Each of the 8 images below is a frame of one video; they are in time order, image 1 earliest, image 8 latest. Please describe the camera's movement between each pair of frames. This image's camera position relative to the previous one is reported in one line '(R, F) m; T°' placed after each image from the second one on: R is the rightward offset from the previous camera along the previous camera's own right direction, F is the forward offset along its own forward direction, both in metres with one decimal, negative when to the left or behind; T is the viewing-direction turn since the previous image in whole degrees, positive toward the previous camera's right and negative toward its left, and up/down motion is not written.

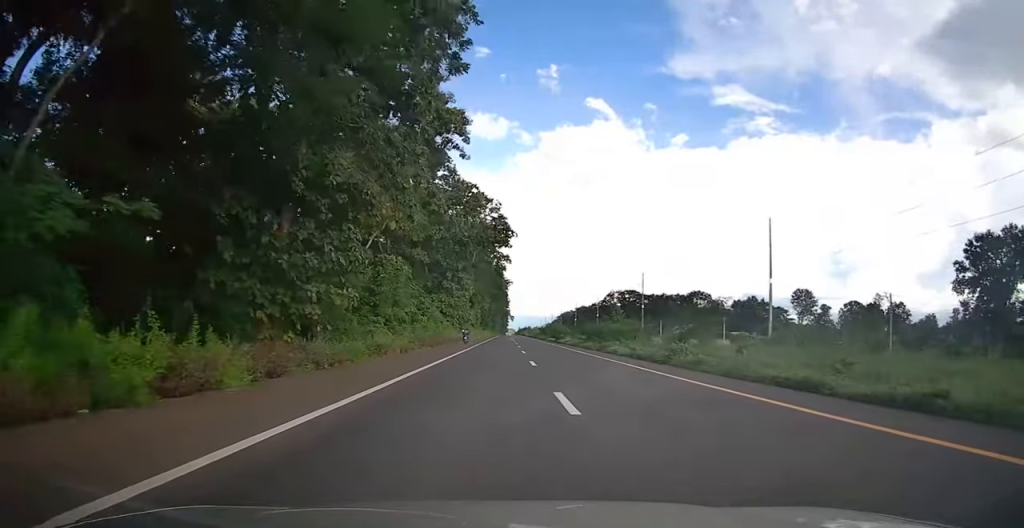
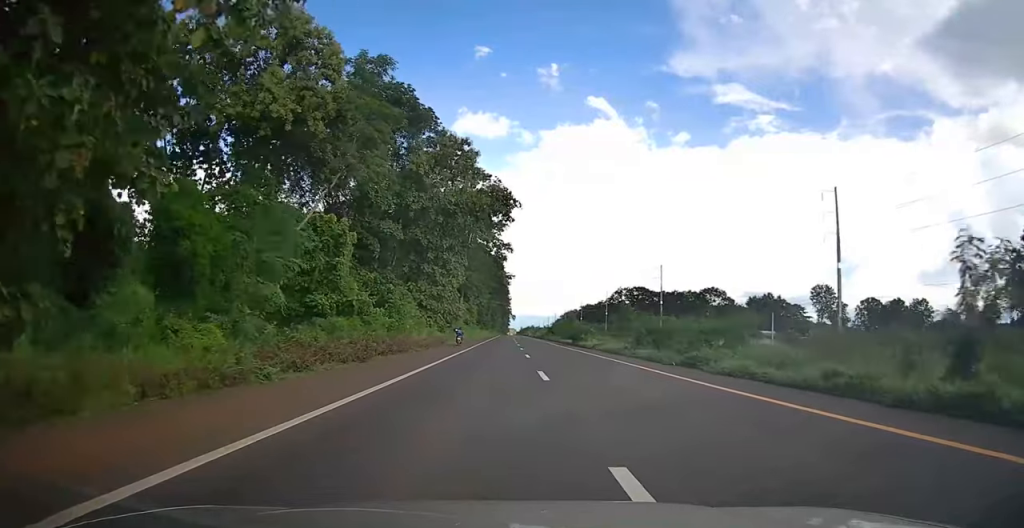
(-0.1, +18.3) m; 0°
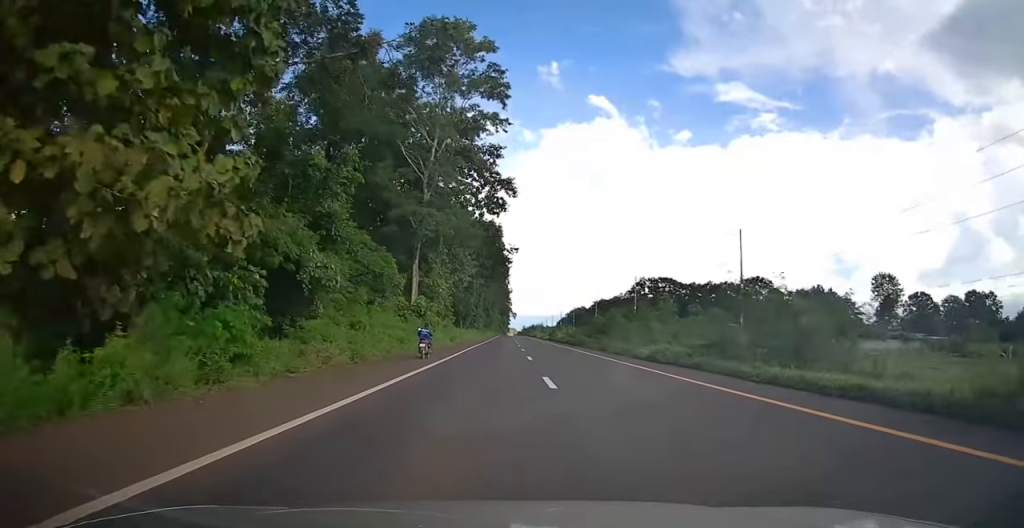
(-0.1, +50.1) m; 0°
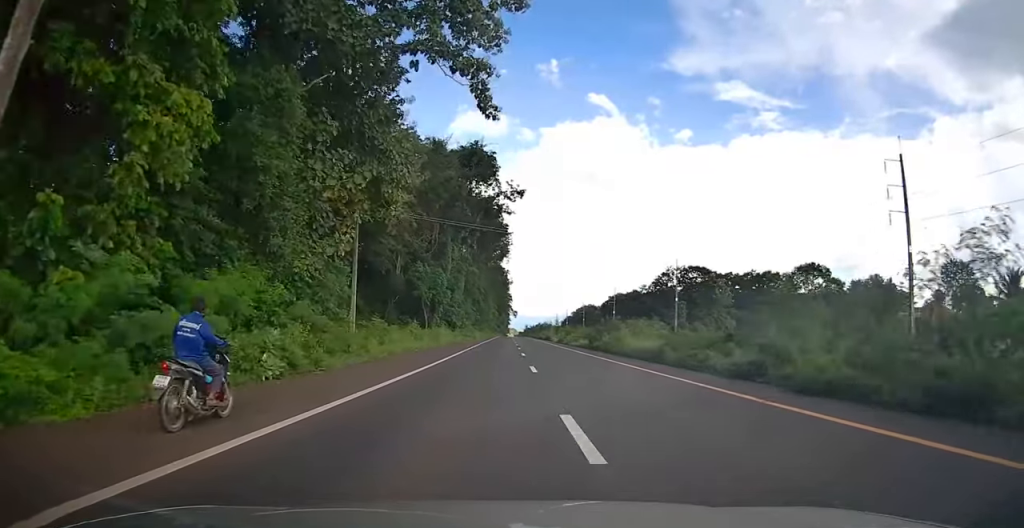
(+0.1, +42.8) m; 0°
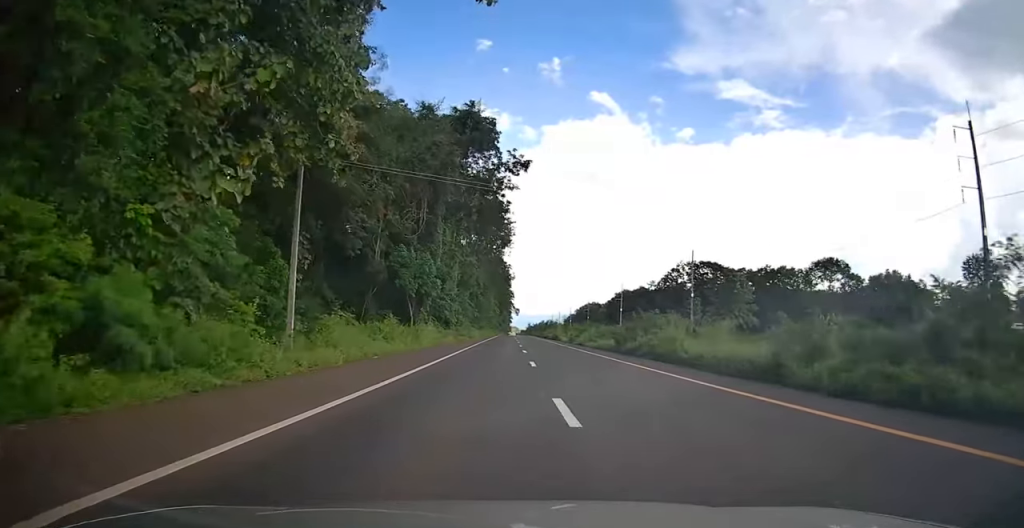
(0.0, +10.0) m; 0°
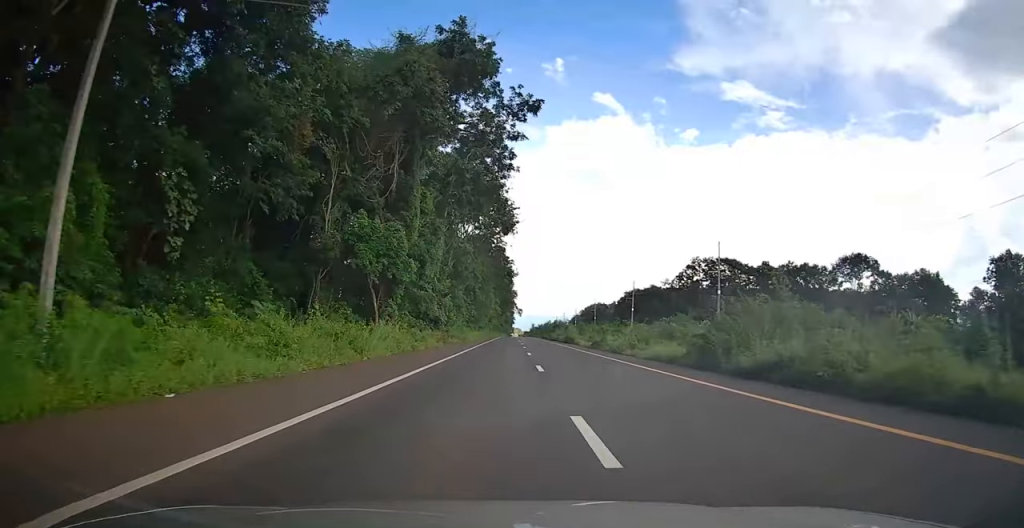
(0.0, +14.2) m; 0°
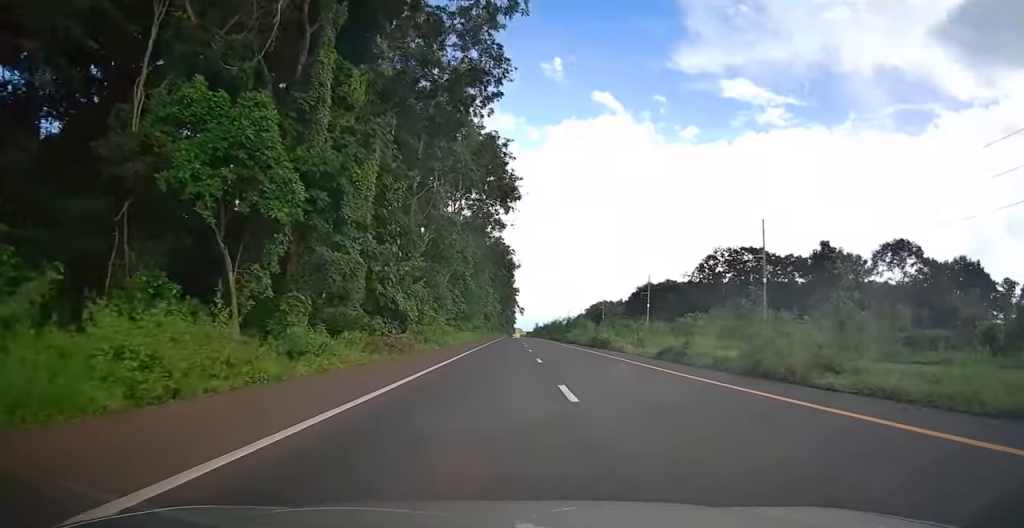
(0.0, +19.4) m; 0°
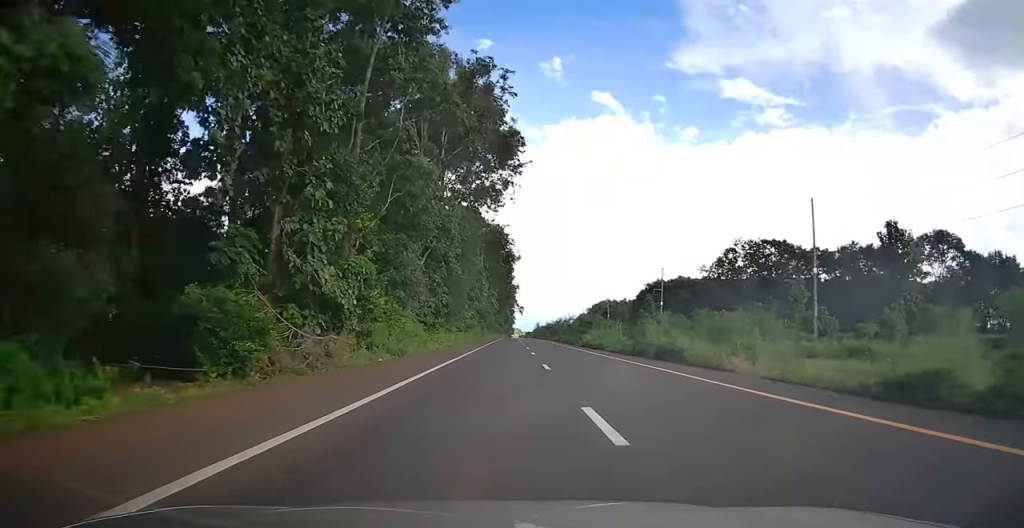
(-0.1, +15.8) m; 0°
